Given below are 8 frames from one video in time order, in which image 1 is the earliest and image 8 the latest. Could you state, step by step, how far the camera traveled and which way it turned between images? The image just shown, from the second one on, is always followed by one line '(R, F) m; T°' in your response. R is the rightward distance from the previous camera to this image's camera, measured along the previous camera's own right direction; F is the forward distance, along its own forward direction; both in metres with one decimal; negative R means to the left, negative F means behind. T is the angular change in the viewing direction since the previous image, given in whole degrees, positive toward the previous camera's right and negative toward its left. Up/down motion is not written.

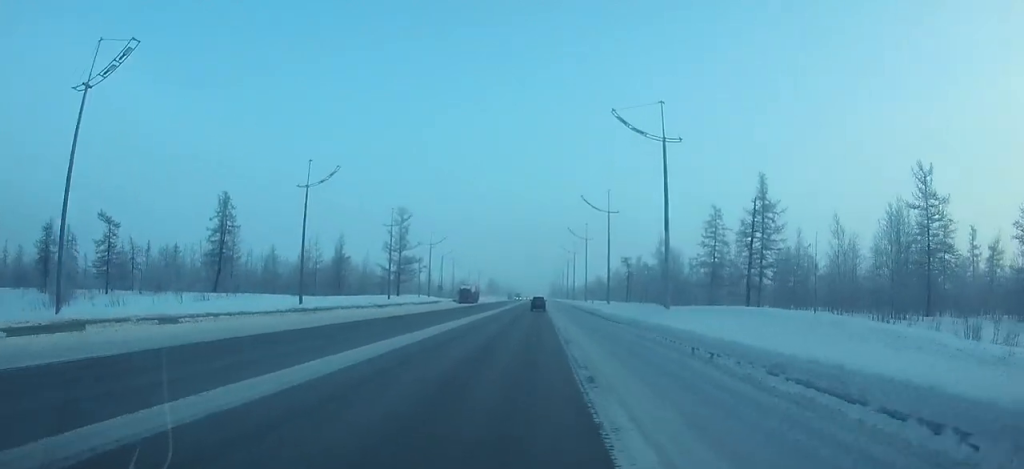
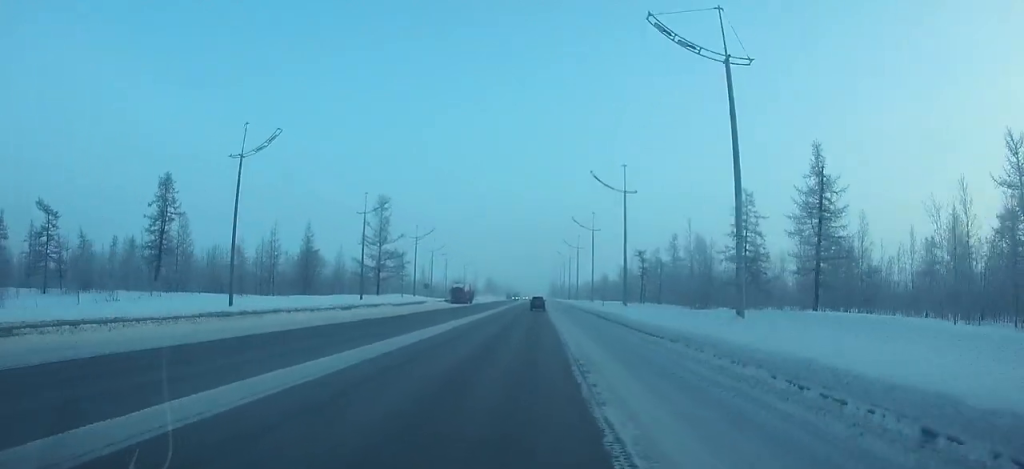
(0.0, +10.4) m; 0°
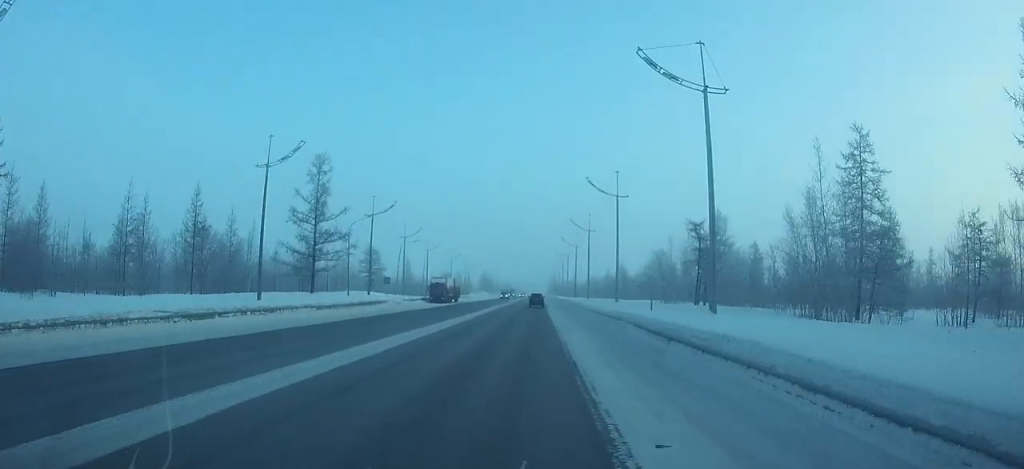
(+0.1, +21.6) m; 0°
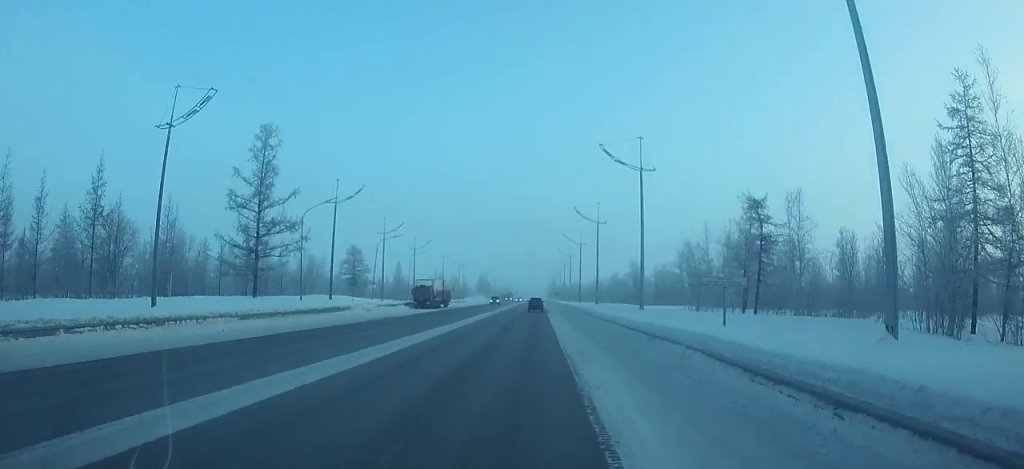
(0.0, +11.1) m; 0°
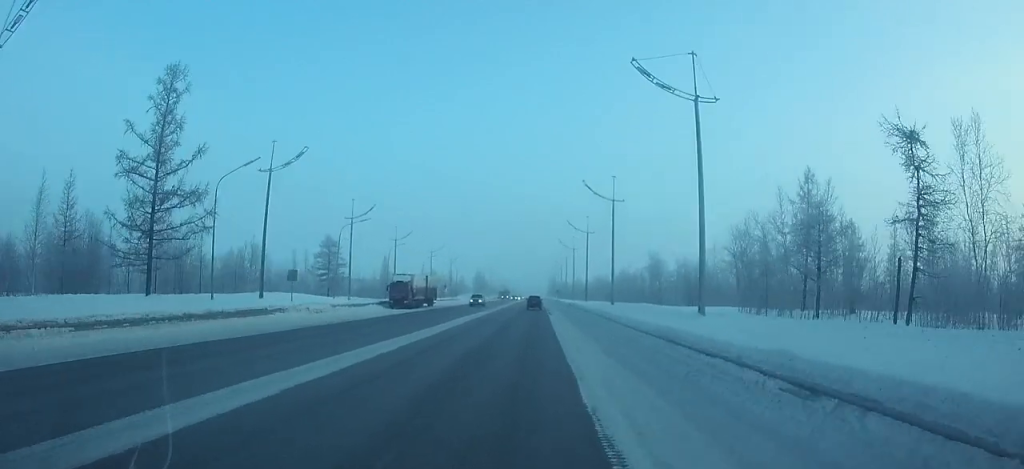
(0.0, +12.7) m; 0°
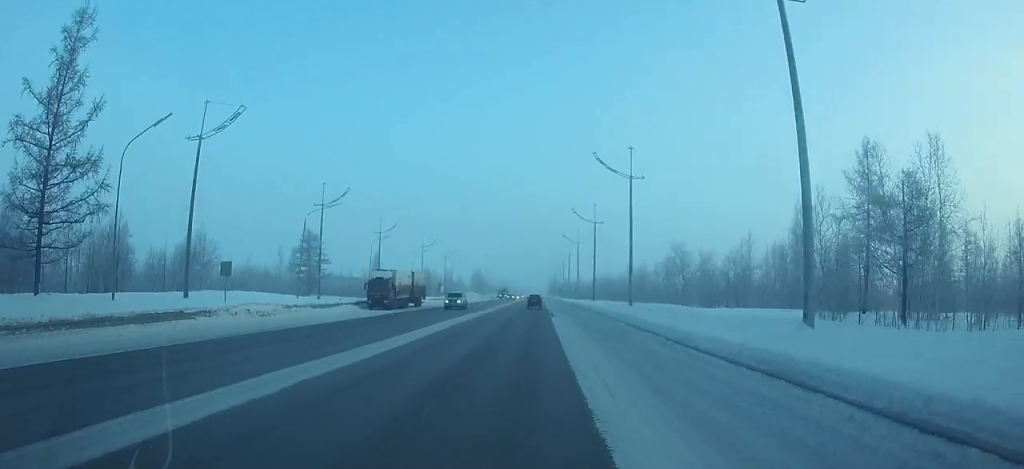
(0.0, +8.9) m; 0°
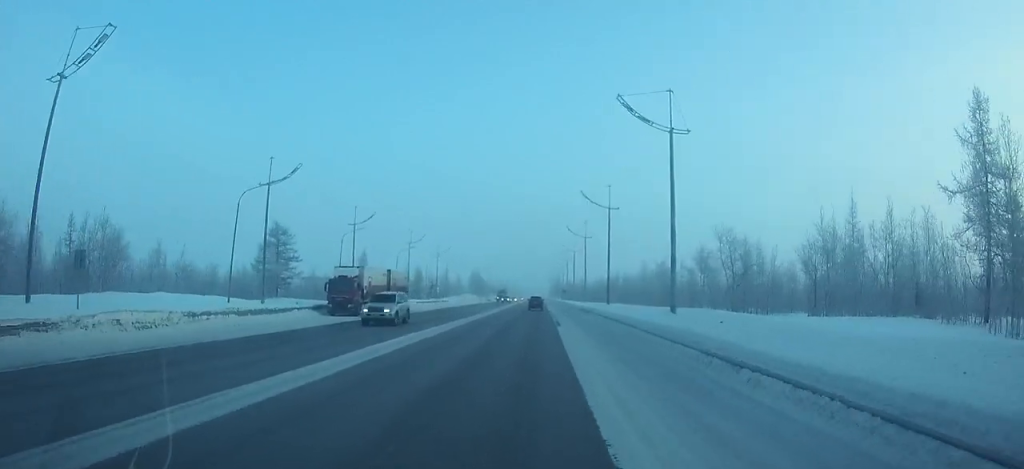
(0.0, +11.6) m; 0°
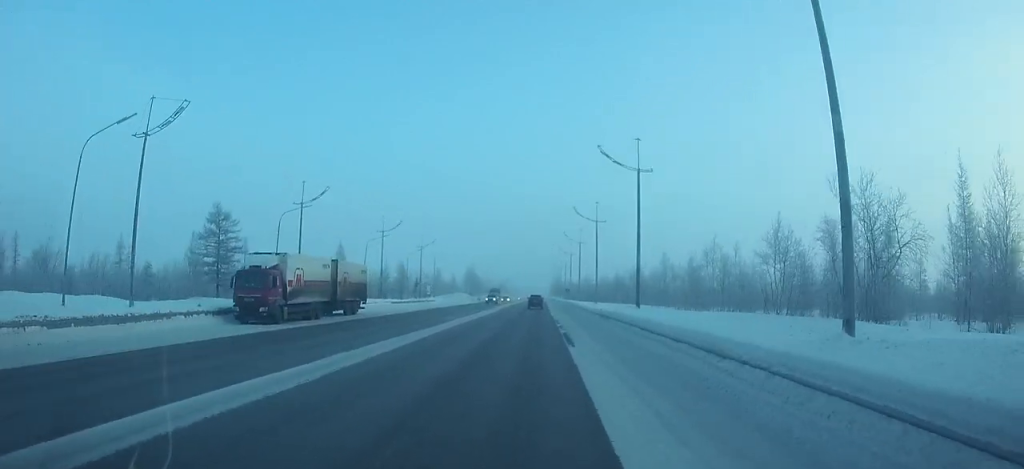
(0.0, +15.4) m; 0°
